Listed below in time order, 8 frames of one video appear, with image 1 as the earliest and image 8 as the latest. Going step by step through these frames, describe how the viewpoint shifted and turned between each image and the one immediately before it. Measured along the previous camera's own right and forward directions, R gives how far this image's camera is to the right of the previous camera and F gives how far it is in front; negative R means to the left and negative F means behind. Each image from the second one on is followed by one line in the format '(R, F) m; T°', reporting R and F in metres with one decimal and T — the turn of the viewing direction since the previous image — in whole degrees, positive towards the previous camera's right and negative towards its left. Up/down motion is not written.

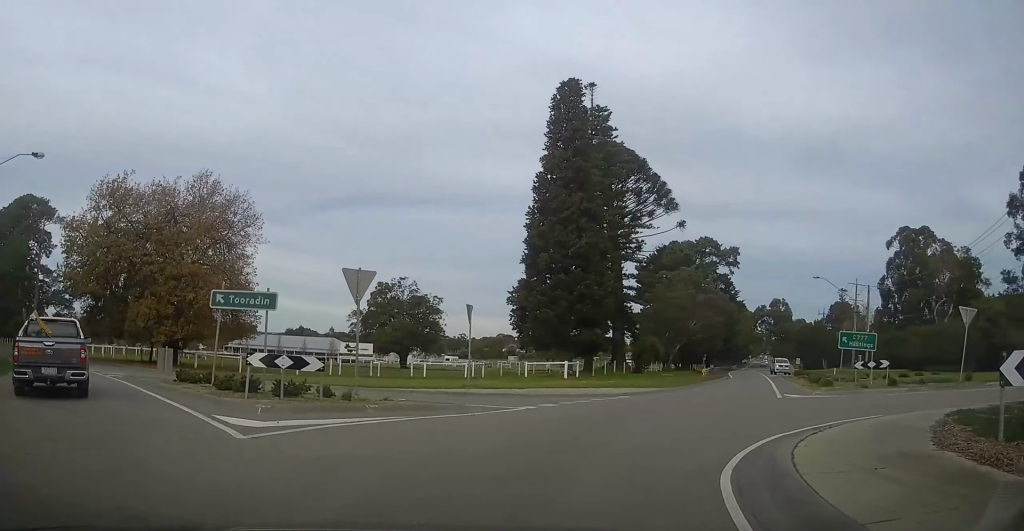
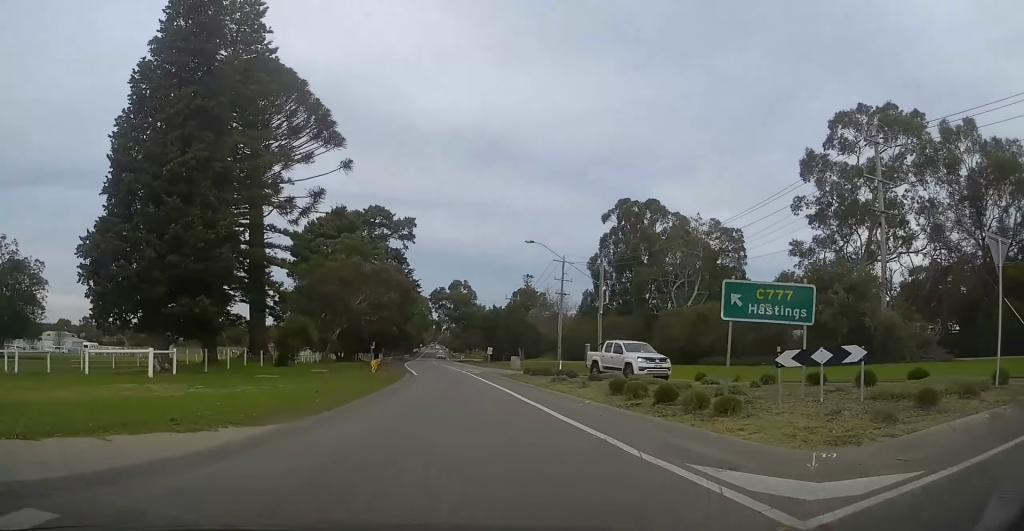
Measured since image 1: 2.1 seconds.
(+3.7, +17.6) m; +22°
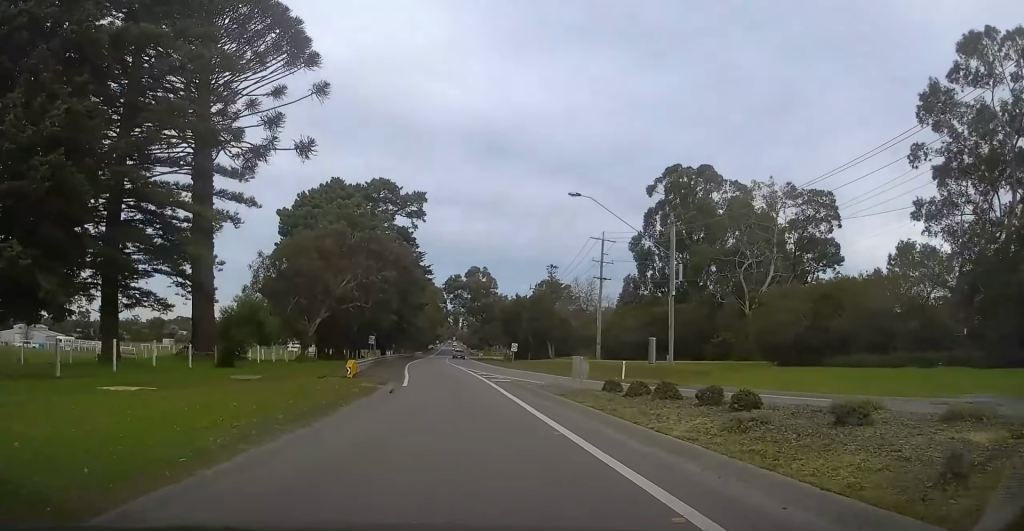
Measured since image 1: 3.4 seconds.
(+0.8, +14.6) m; +2°
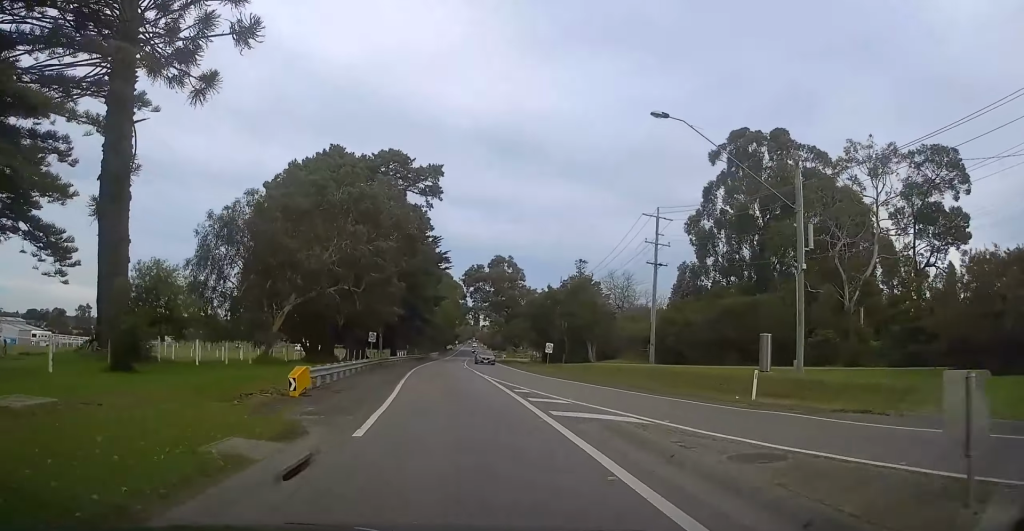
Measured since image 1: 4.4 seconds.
(-0.1, +13.2) m; -2°
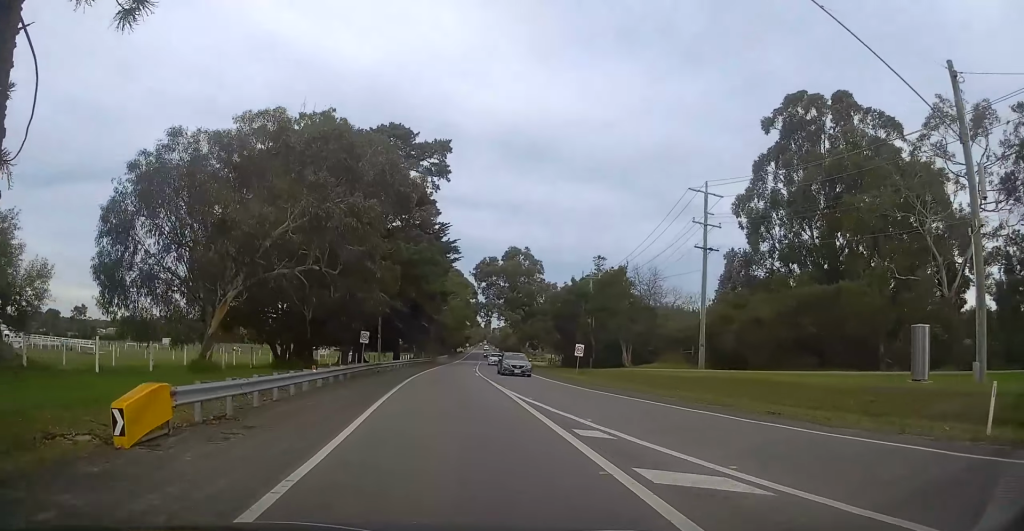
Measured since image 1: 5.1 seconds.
(-0.2, +10.2) m; -2°
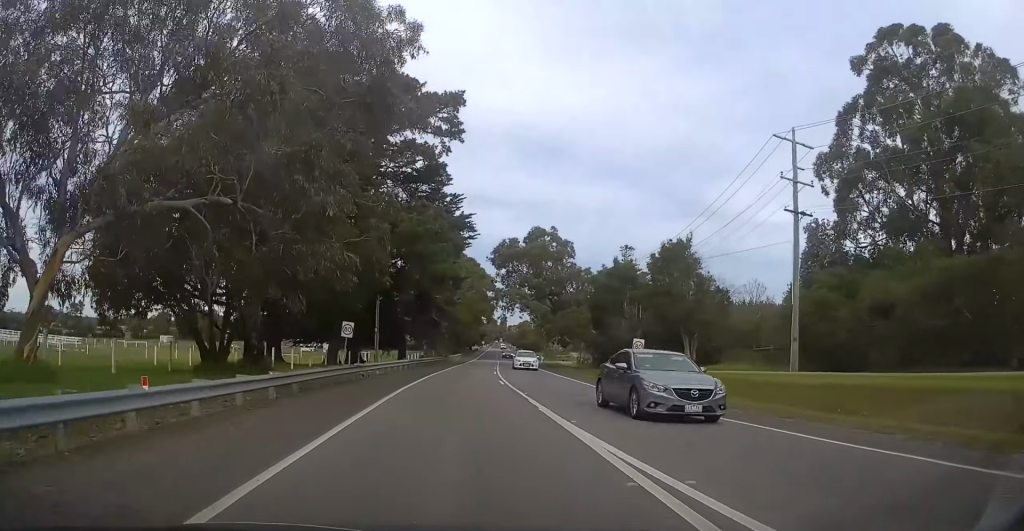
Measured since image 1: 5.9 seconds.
(-0.3, +11.9) m; -2°
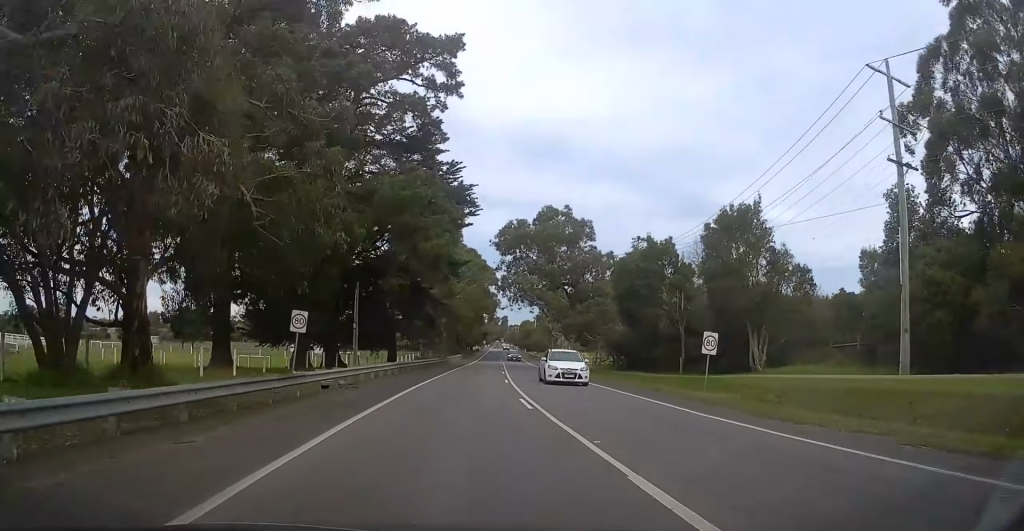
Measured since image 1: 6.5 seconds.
(-0.3, +10.0) m; +1°
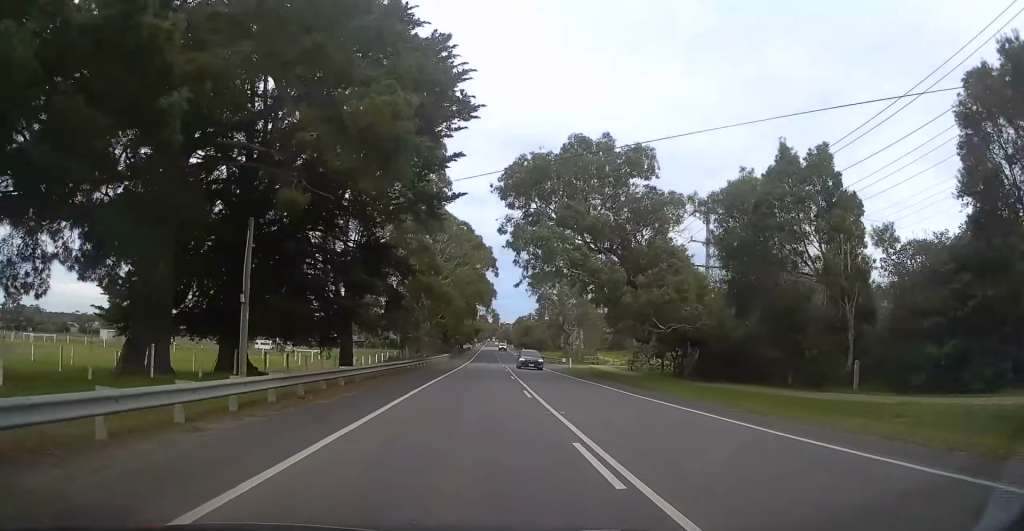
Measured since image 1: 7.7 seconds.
(+1.0, +20.6) m; +4°
